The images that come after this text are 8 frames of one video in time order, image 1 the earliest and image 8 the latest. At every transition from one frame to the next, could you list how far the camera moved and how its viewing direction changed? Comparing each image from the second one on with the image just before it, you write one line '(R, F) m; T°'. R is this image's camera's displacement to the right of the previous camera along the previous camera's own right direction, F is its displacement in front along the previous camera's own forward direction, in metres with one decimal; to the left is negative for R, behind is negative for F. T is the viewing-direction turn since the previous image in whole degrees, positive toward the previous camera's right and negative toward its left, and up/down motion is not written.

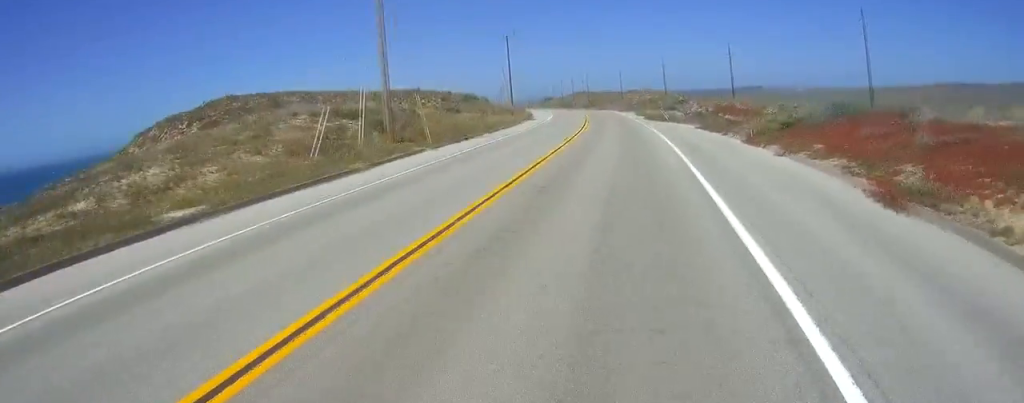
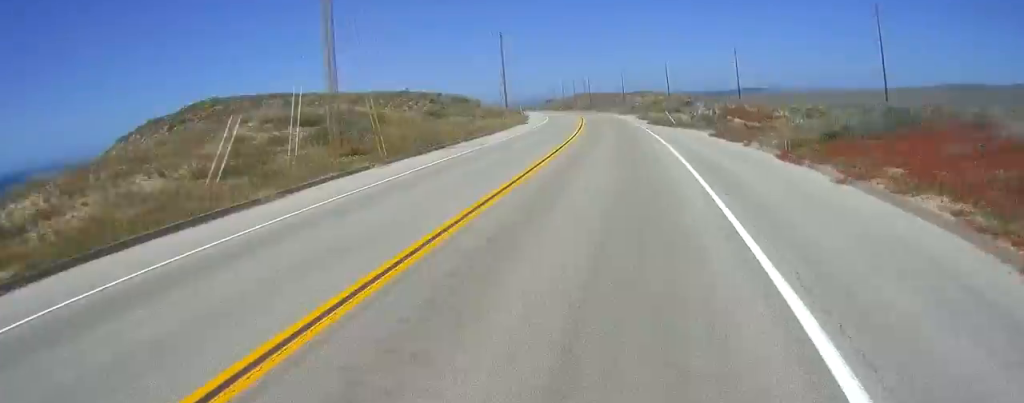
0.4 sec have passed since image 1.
(0.0, +6.2) m; 0°
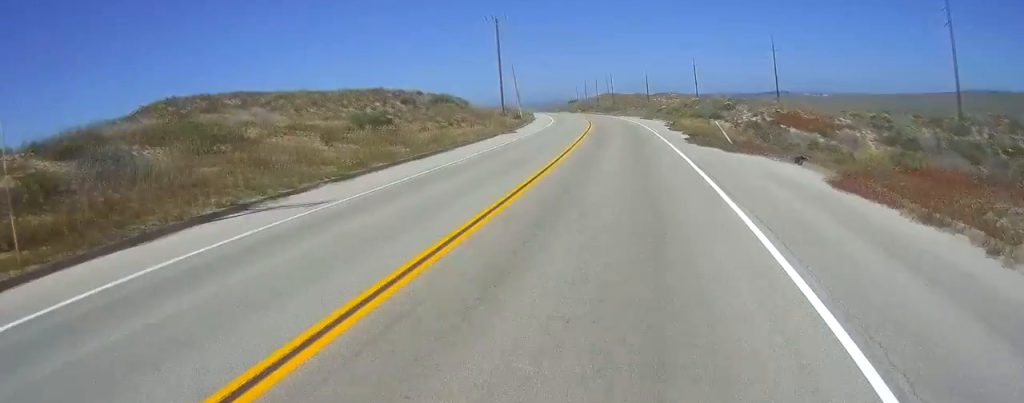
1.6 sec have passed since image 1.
(0.0, +18.6) m; 0°
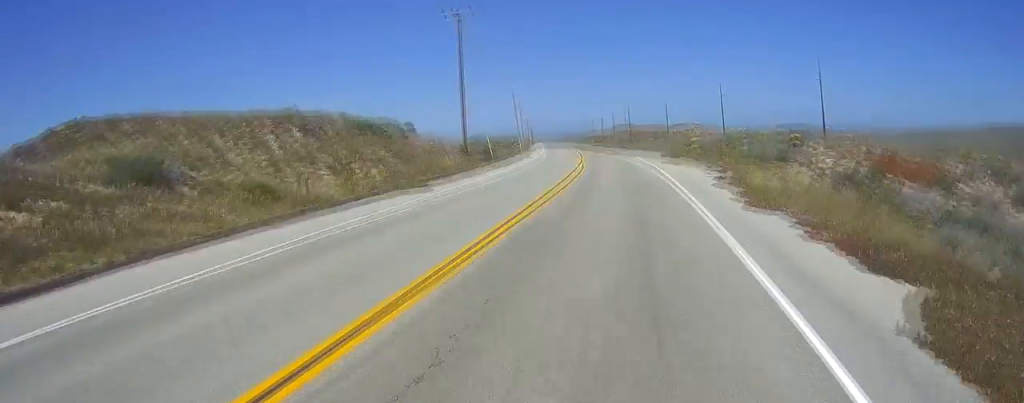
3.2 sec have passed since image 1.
(0.0, +23.7) m; 0°
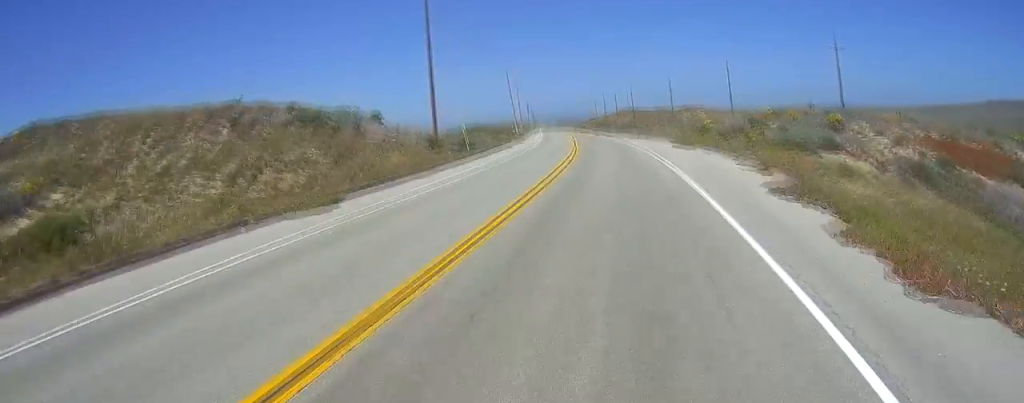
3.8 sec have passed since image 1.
(0.0, +8.8) m; 0°
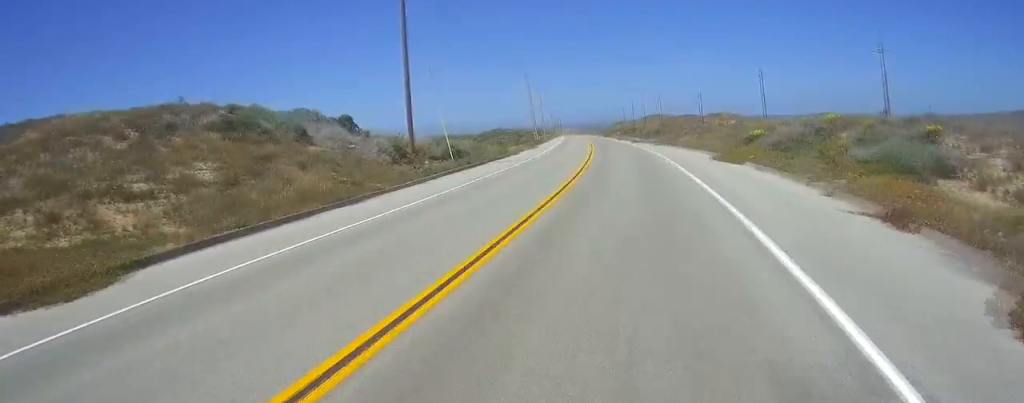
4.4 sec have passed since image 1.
(0.0, +9.8) m; +1°
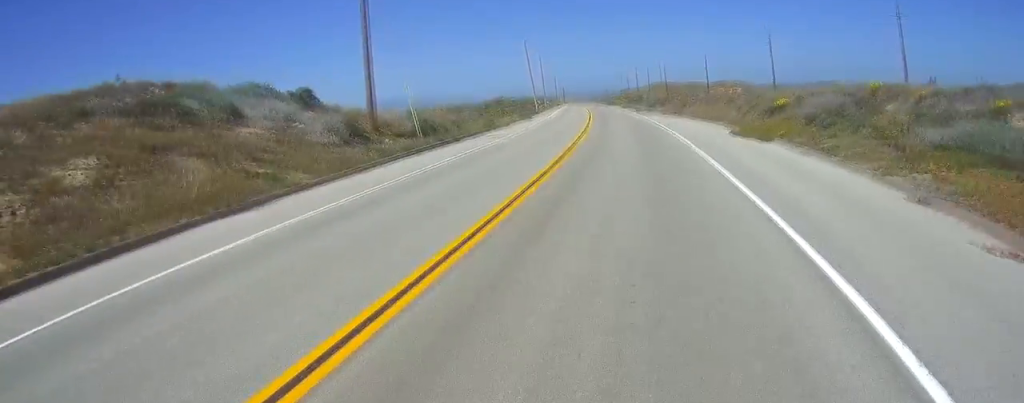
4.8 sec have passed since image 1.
(0.0, +5.9) m; +1°
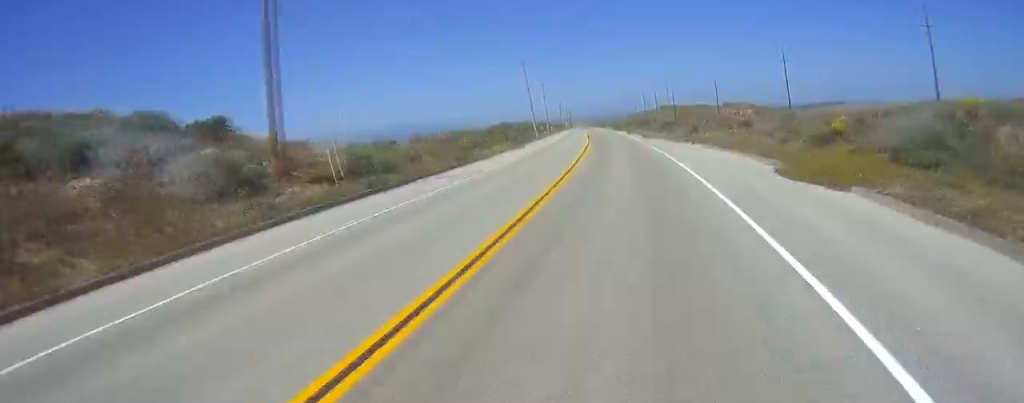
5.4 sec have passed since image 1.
(0.0, +8.9) m; +1°
